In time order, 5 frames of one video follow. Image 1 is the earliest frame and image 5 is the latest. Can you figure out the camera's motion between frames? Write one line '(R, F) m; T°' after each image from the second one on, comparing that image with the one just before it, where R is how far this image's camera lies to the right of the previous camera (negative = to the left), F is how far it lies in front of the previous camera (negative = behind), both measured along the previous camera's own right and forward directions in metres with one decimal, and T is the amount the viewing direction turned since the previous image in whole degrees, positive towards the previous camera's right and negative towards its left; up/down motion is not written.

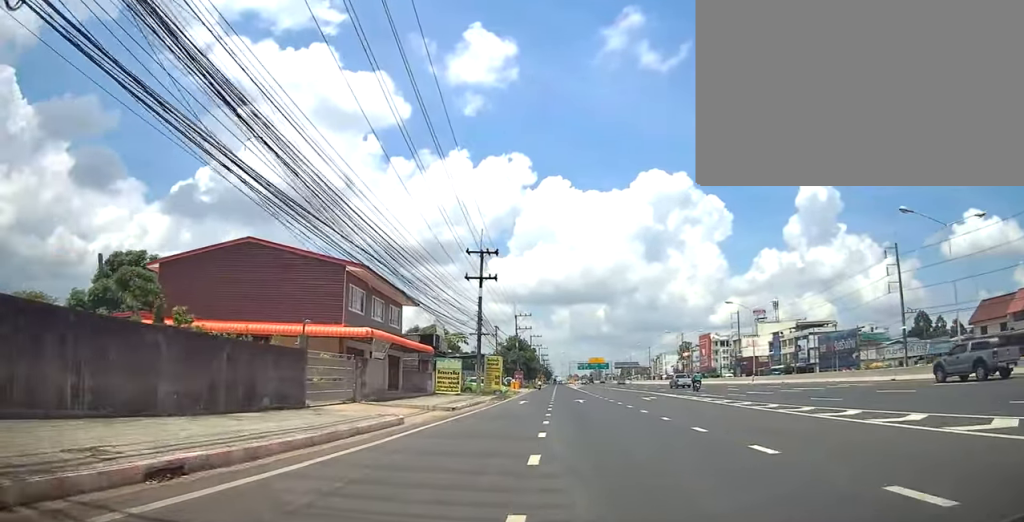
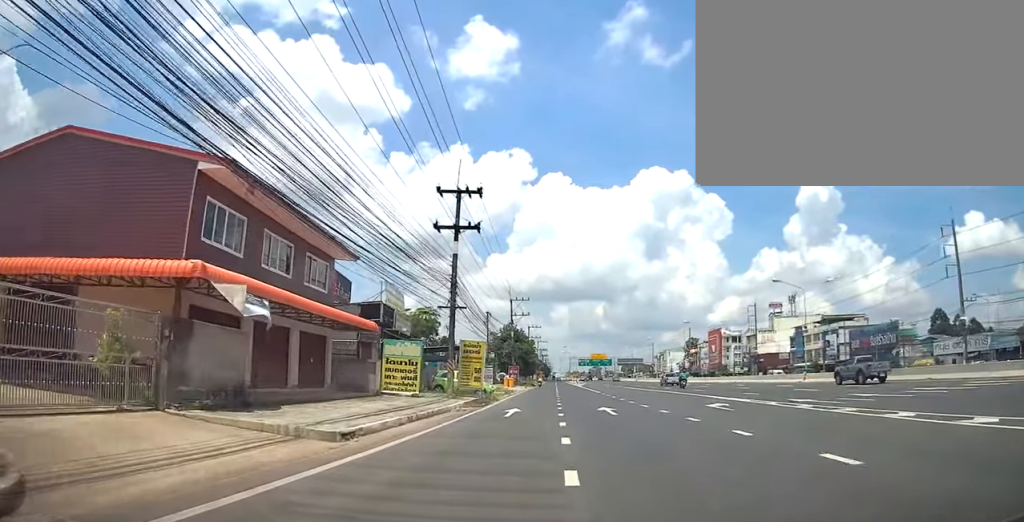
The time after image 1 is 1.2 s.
(+0.7, +15.6) m; +2°
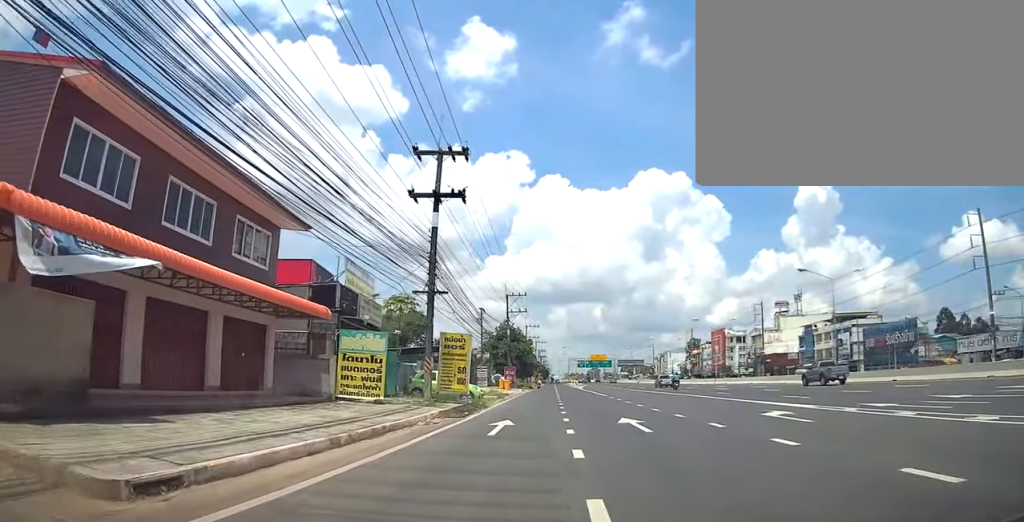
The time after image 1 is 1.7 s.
(0.0, +6.7) m; 0°
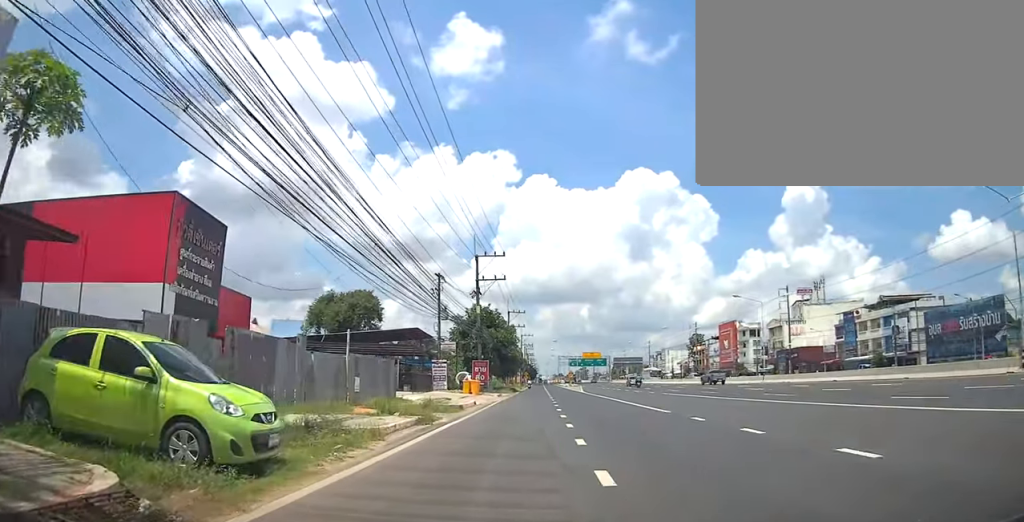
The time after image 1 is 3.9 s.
(-0.5, +25.8) m; -2°
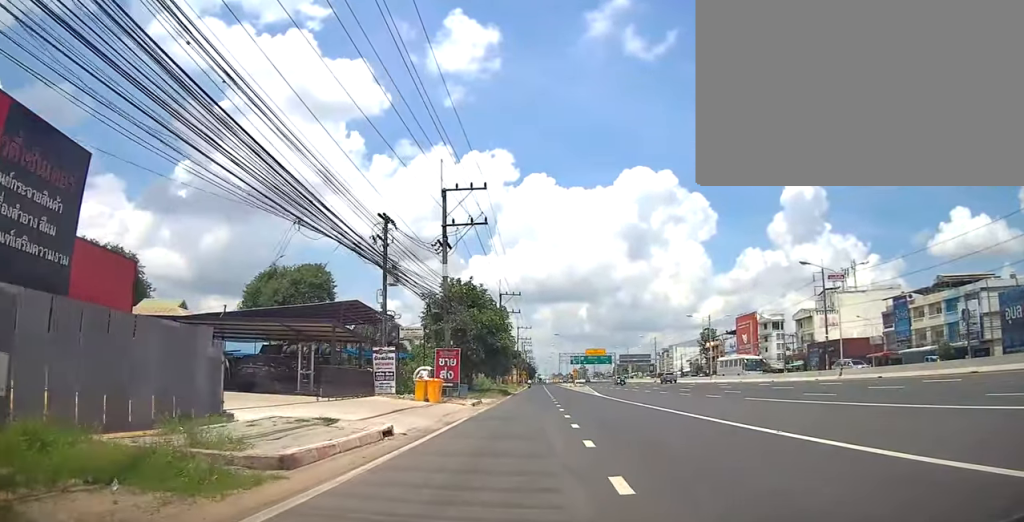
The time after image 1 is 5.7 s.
(-0.6, +18.5) m; 0°
